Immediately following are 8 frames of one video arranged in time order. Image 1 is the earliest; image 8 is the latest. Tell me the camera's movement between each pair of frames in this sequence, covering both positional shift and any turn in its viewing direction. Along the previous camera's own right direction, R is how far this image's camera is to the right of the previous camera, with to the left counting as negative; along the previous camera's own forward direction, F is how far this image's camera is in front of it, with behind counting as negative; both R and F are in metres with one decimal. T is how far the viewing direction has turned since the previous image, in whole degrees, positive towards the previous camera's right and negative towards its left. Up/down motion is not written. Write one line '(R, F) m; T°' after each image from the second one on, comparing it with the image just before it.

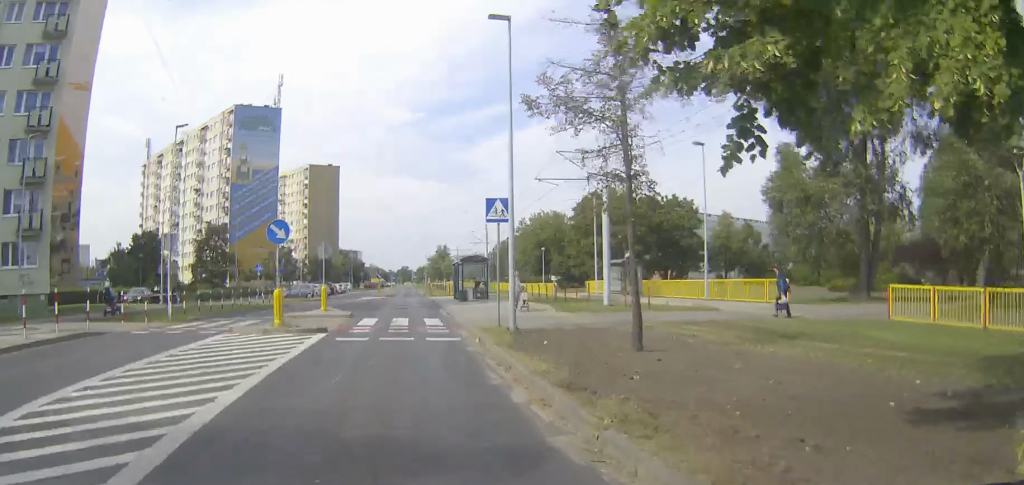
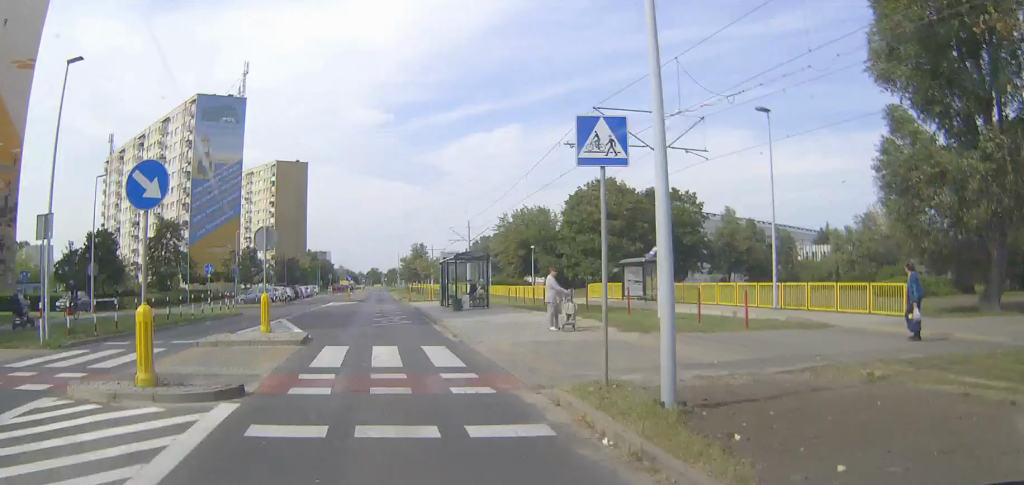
(+0.3, +10.0) m; +3°
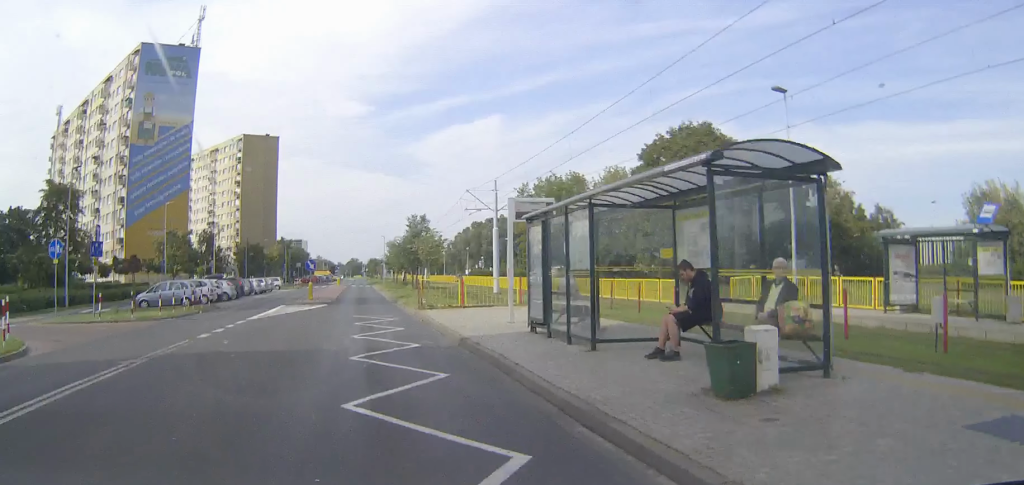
(+0.7, +26.3) m; +2°
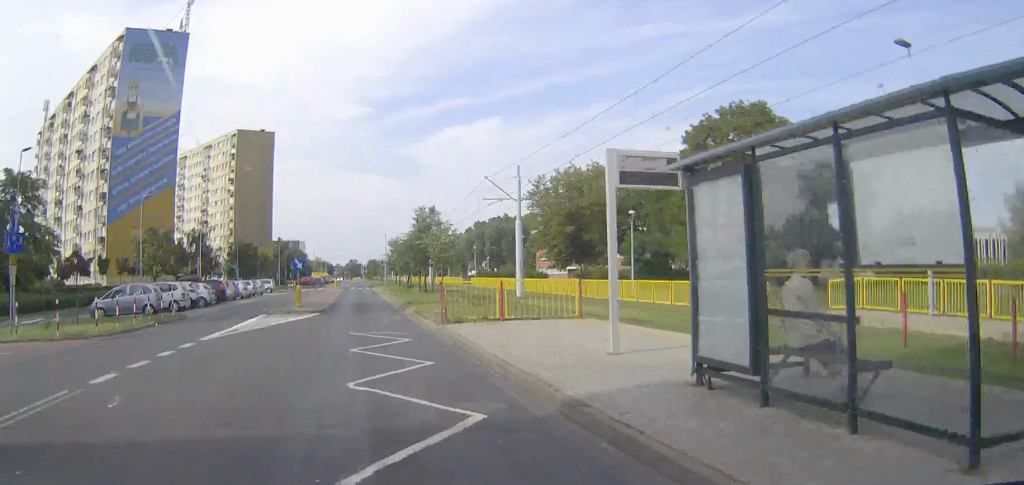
(0.0, +7.8) m; 0°
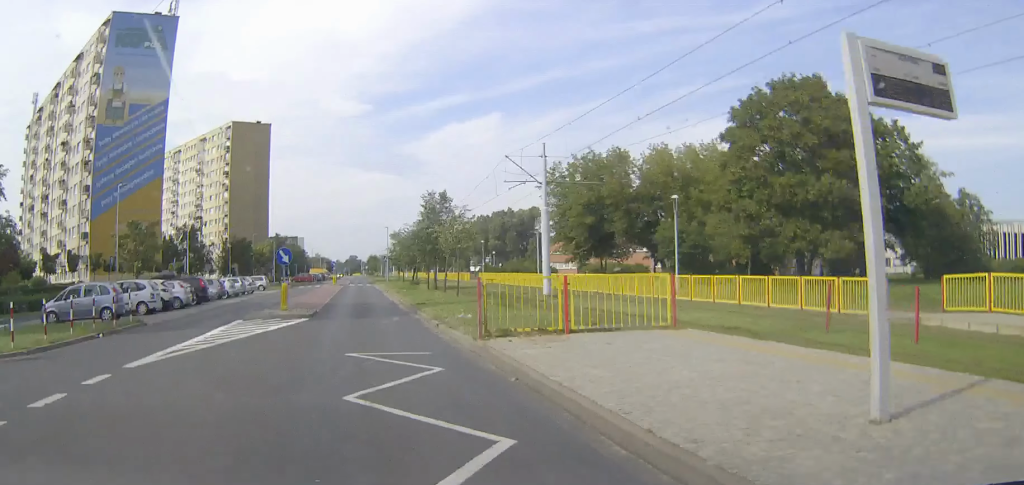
(0.0, +6.3) m; 0°
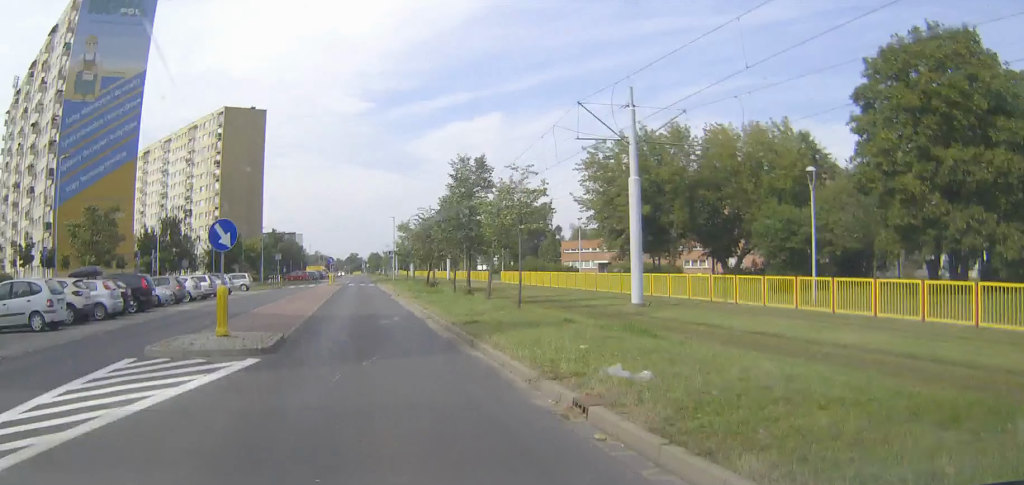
(0.0, +12.6) m; 0°
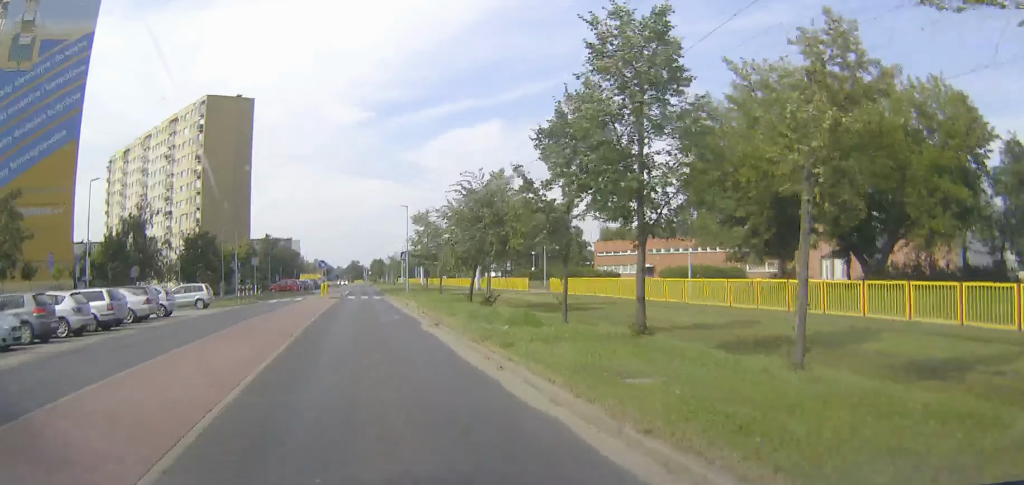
(0.0, +18.7) m; 0°
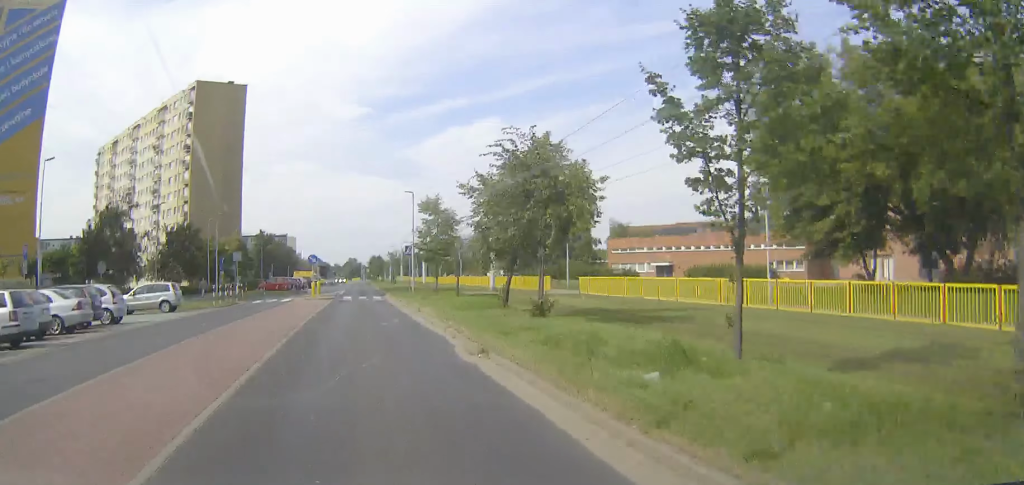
(0.0, +8.0) m; 0°
